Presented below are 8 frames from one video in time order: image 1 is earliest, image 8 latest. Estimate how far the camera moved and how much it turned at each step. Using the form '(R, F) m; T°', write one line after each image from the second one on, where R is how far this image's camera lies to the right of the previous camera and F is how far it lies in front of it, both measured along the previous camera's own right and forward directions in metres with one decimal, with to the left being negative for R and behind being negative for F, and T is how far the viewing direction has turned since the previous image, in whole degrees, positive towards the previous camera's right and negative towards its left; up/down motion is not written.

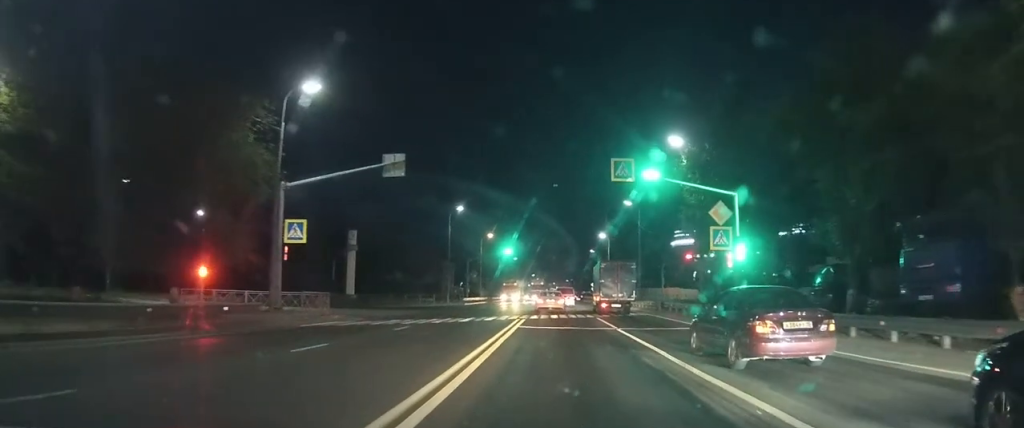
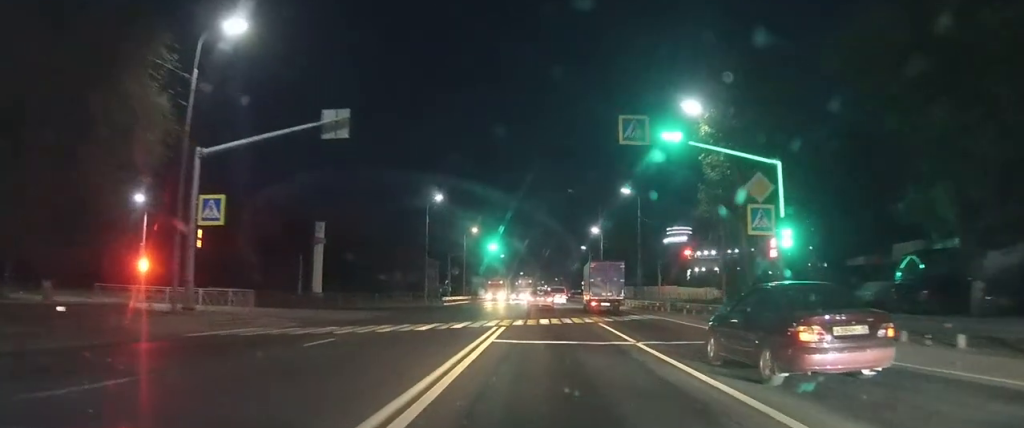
(+0.1, +6.0) m; +1°
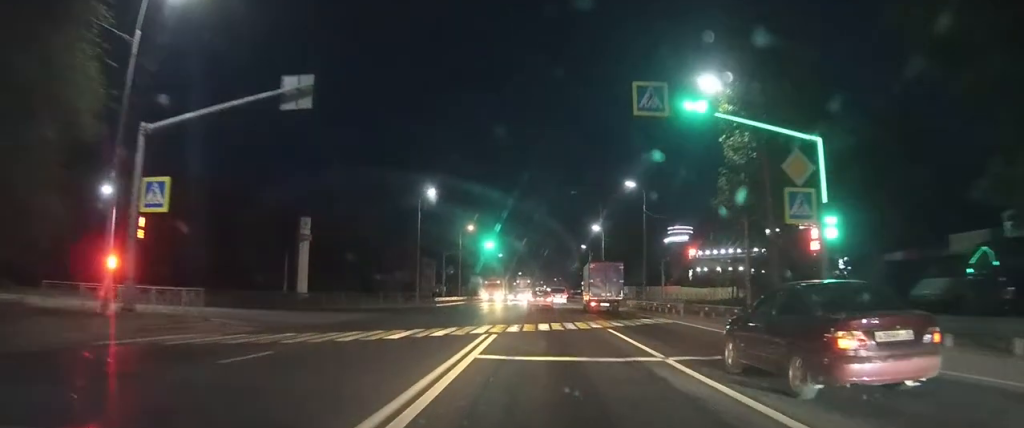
(0.0, +3.6) m; 0°
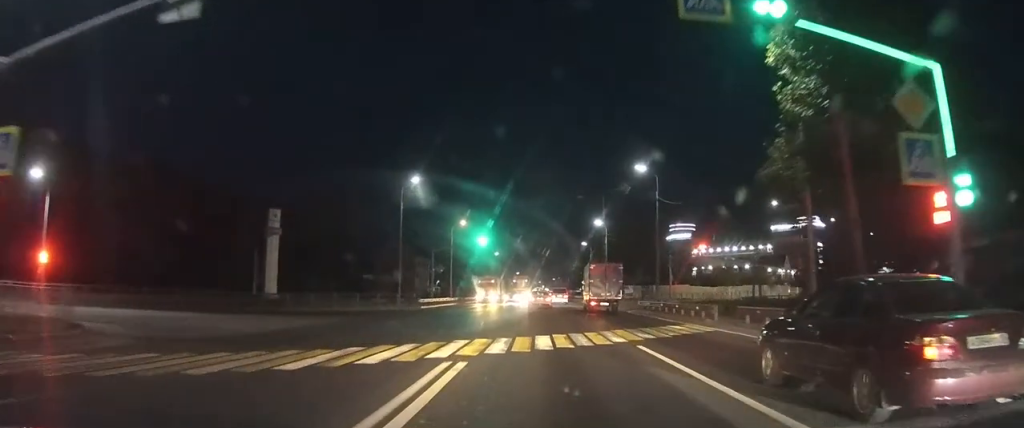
(0.0, +6.7) m; +1°
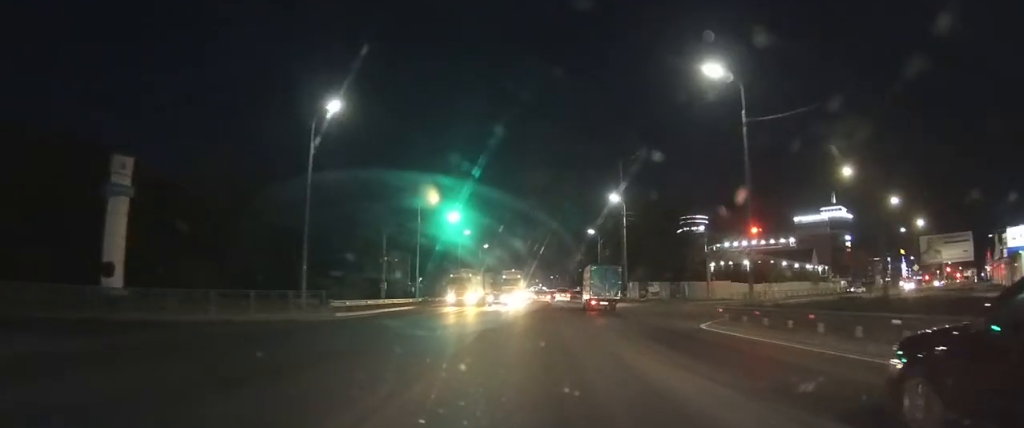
(+0.4, +20.0) m; +2°
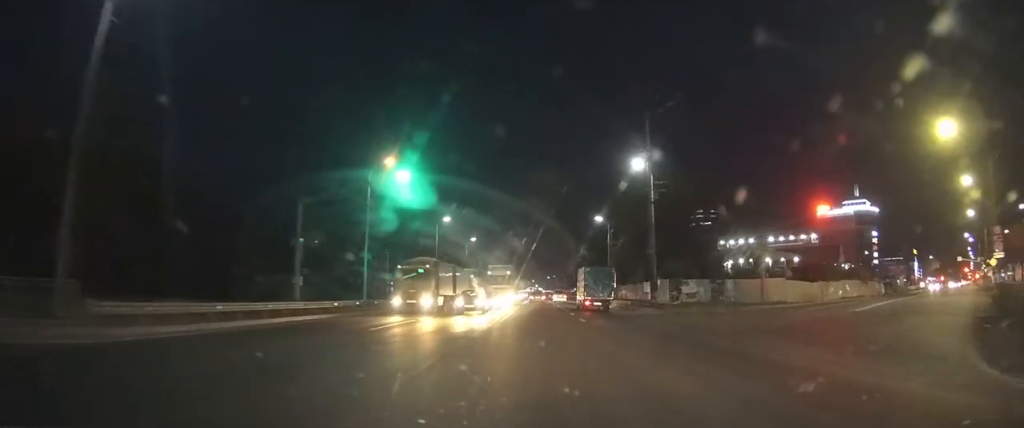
(+0.1, +13.5) m; +1°
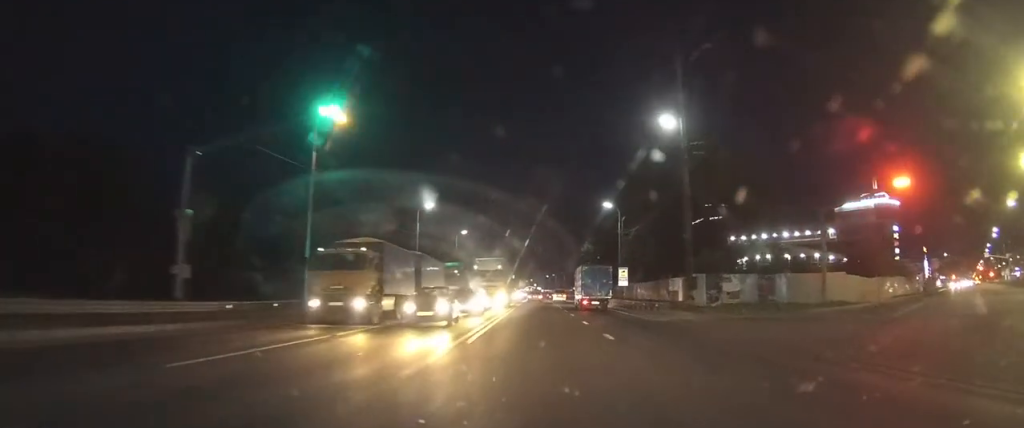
(+0.1, +8.9) m; 0°
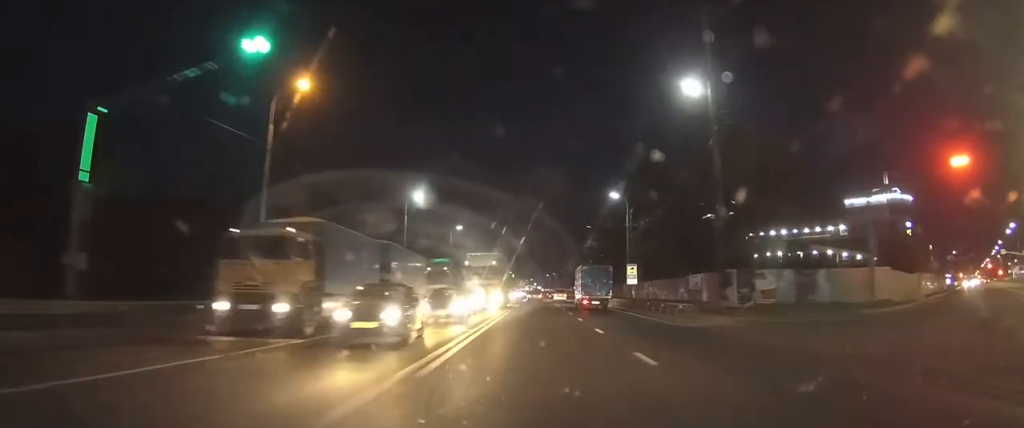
(0.0, +5.1) m; 0°
